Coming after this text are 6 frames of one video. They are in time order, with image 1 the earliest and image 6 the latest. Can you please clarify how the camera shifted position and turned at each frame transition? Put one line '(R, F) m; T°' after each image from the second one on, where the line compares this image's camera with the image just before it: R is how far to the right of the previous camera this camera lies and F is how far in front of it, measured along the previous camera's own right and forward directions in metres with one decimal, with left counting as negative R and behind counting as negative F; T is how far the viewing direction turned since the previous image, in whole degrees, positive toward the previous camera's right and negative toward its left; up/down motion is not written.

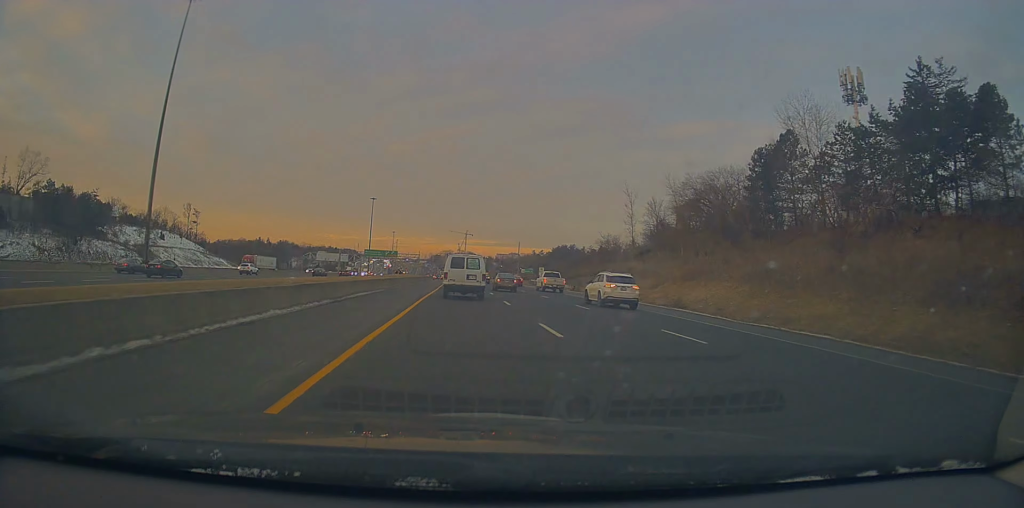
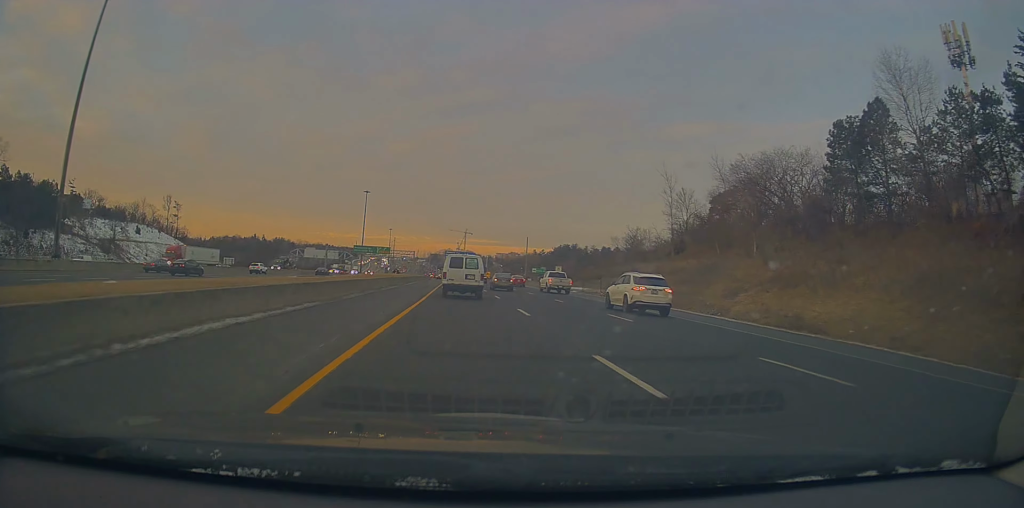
(+0.2, +18.0) m; 0°
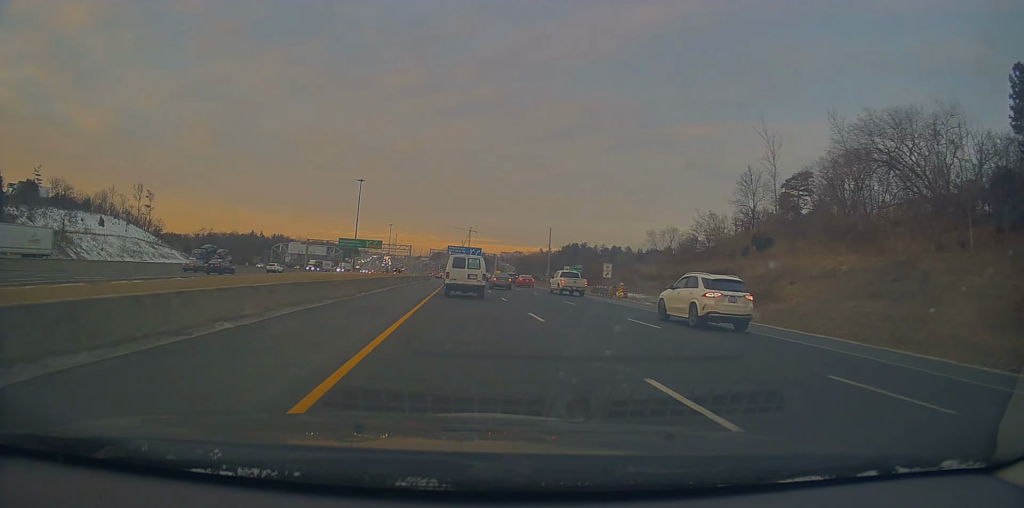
(-0.1, +26.0) m; 0°
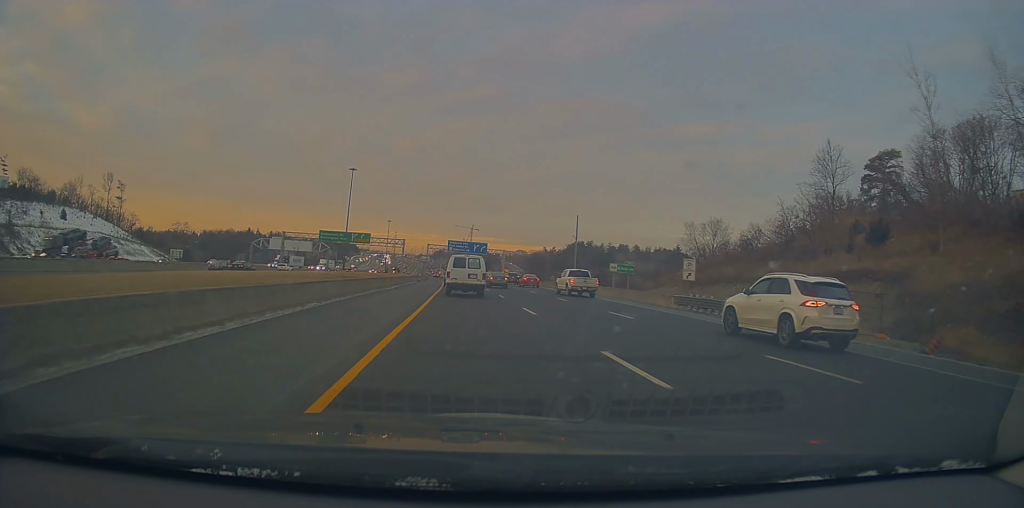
(-0.2, +21.5) m; 0°
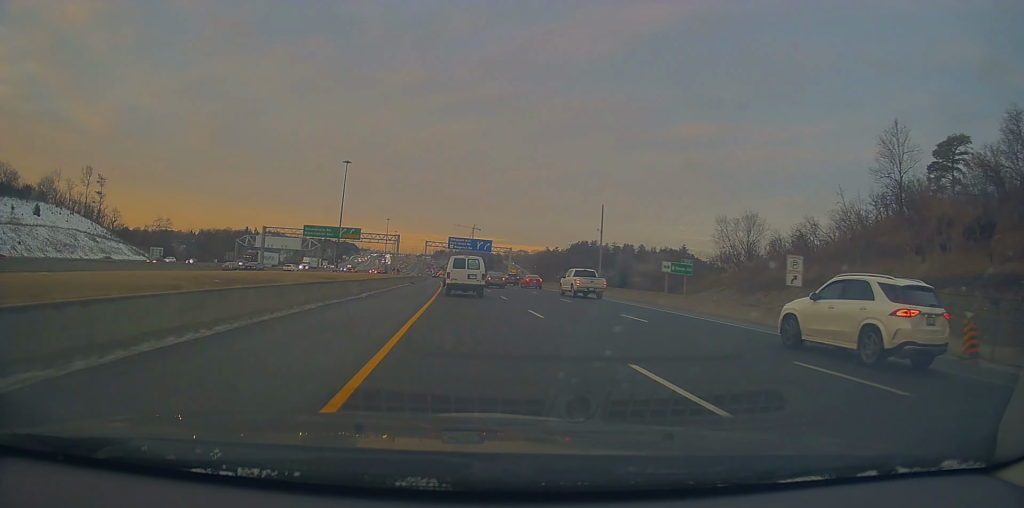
(+0.3, +13.4) m; 0°
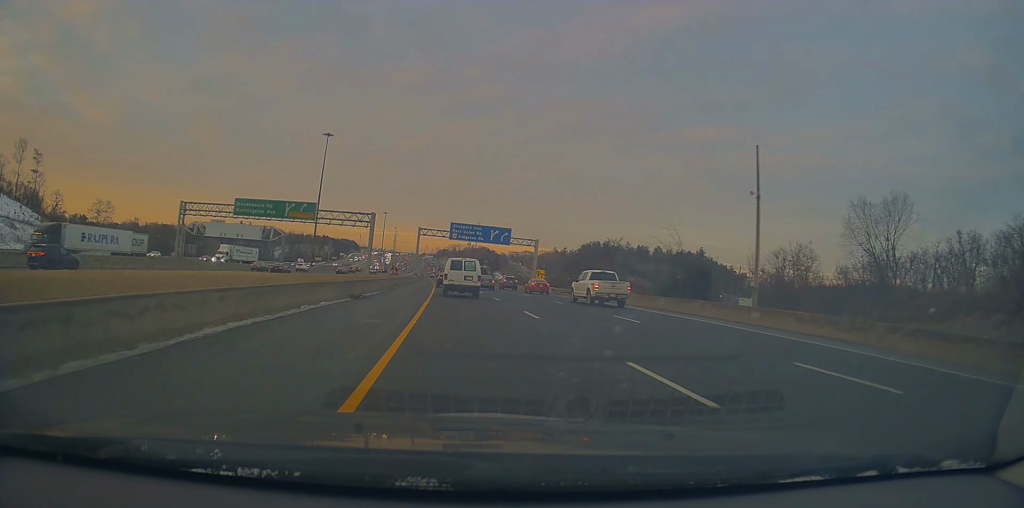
(-0.5, +35.8) m; 0°
